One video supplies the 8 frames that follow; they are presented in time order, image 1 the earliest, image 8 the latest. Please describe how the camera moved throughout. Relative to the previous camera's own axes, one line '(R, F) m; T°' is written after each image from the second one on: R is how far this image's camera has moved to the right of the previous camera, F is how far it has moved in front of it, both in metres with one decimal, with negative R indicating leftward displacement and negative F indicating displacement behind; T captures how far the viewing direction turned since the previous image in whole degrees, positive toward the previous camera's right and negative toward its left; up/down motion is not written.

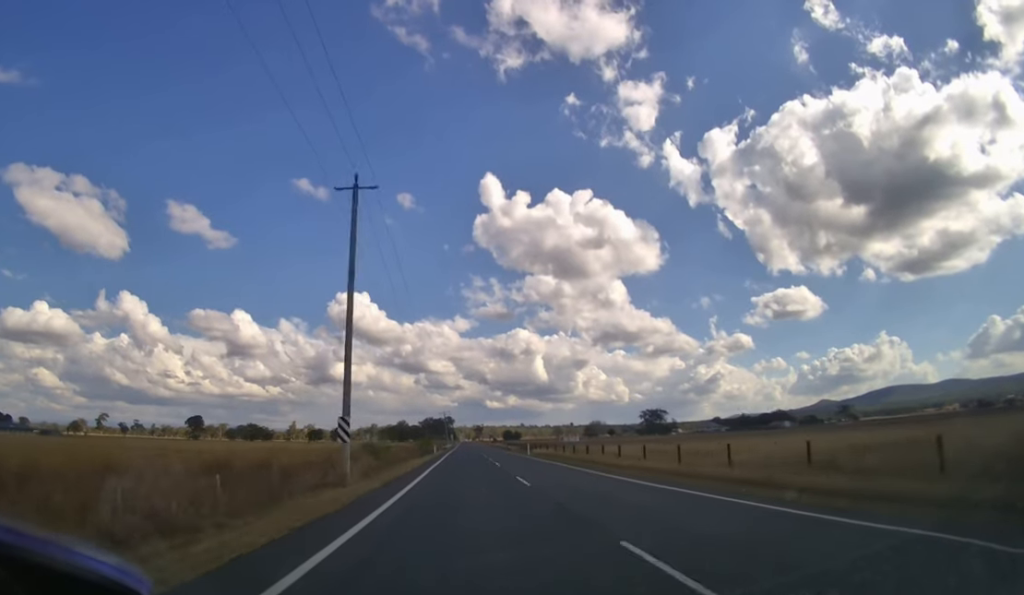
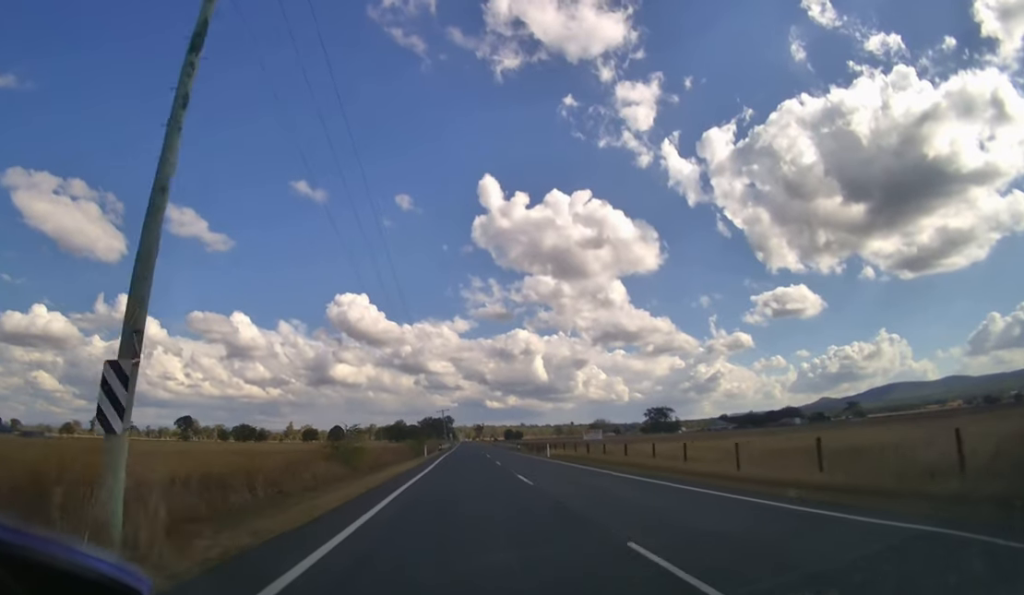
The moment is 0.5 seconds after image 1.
(0.0, +11.5) m; 0°
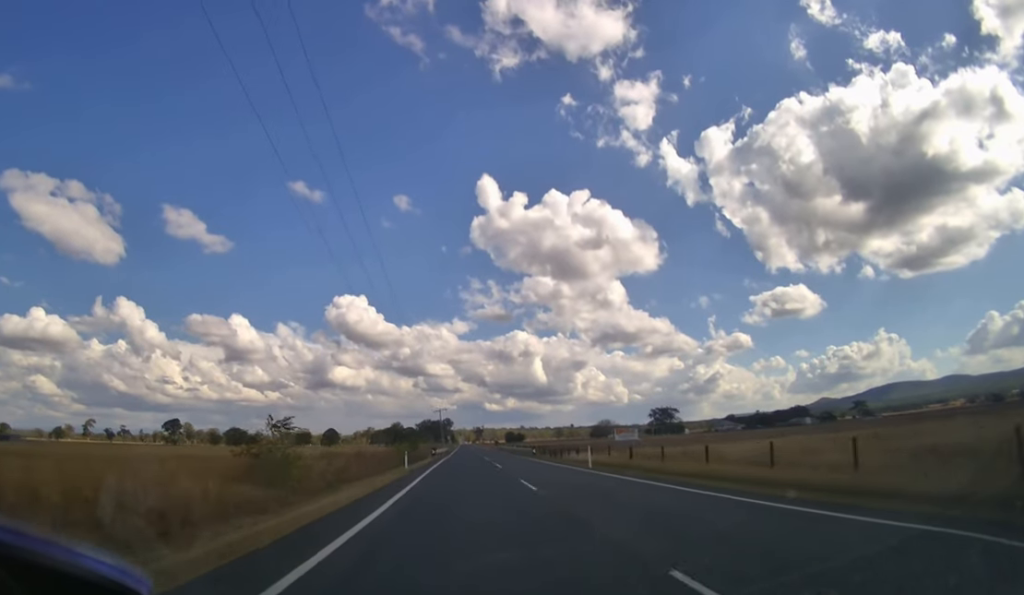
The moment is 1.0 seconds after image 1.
(0.0, +13.8) m; 0°
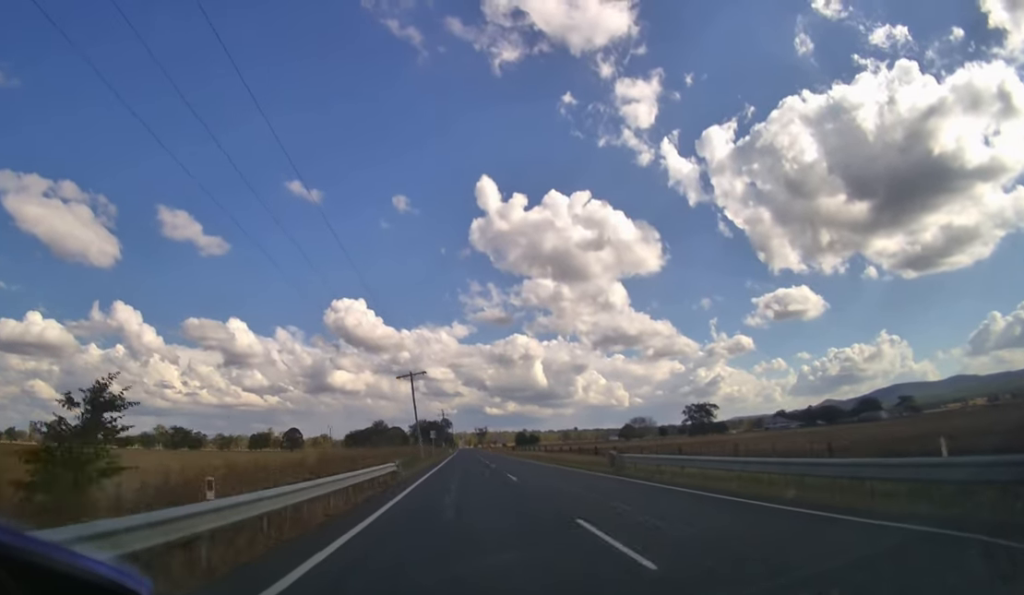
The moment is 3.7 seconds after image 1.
(+0.1, +77.2) m; 0°
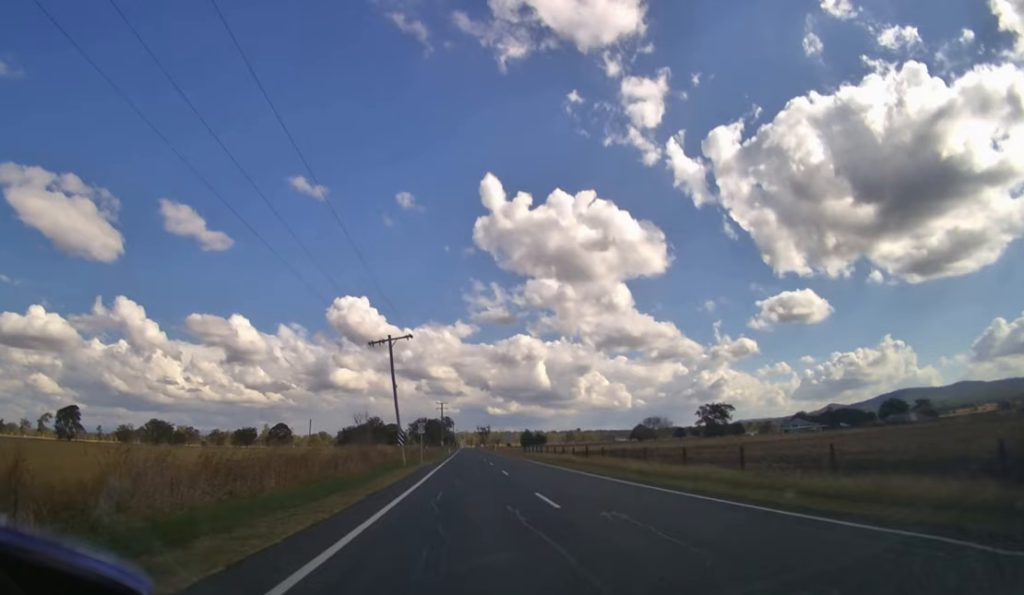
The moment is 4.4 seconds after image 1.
(0.0, +20.2) m; 0°
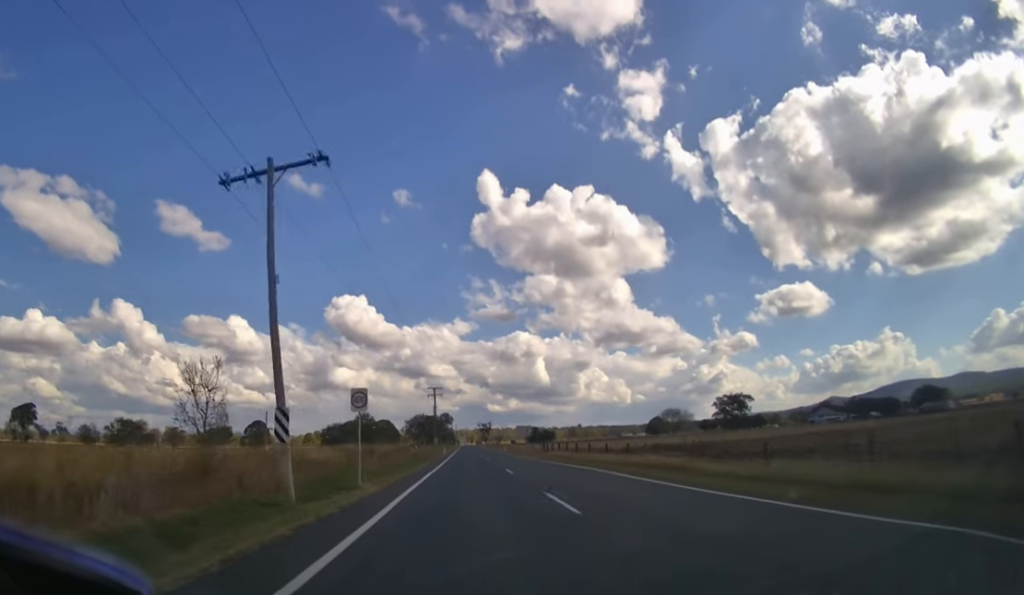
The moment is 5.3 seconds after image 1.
(0.0, +26.4) m; 0°
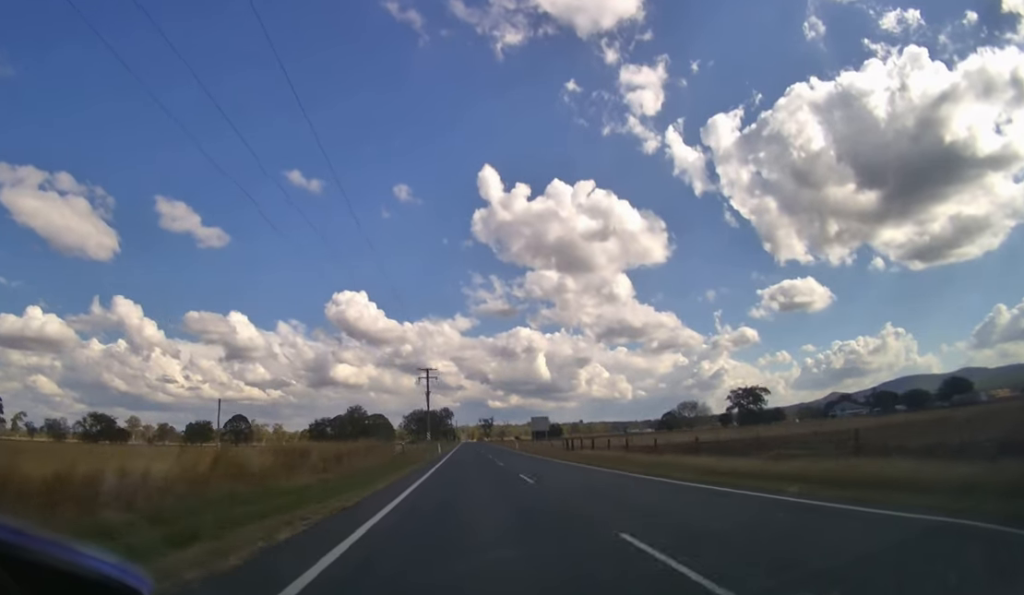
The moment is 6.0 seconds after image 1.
(0.0, +17.9) m; 0°
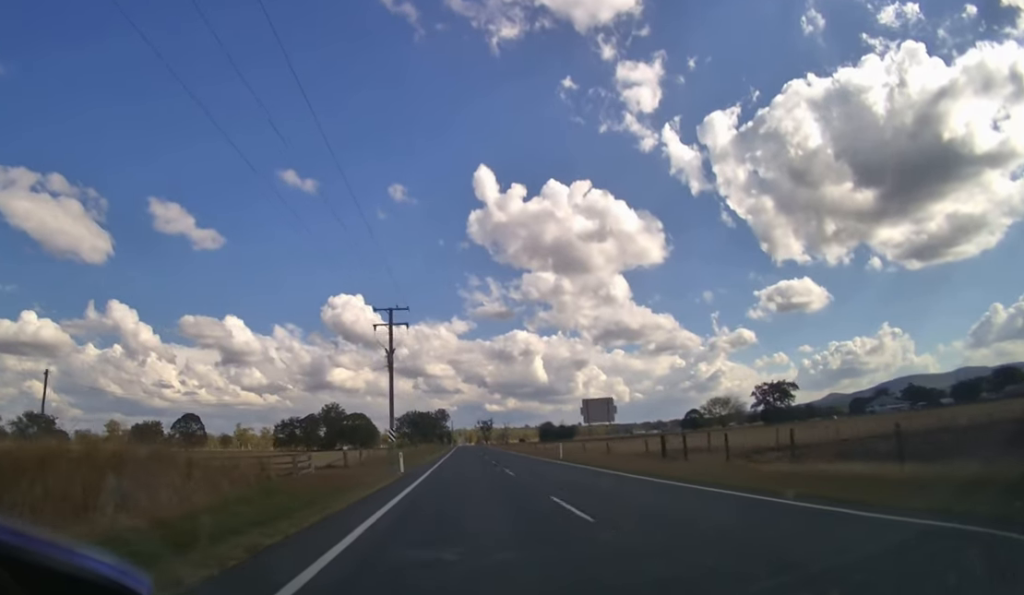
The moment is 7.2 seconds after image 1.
(0.0, +29.2) m; 0°
